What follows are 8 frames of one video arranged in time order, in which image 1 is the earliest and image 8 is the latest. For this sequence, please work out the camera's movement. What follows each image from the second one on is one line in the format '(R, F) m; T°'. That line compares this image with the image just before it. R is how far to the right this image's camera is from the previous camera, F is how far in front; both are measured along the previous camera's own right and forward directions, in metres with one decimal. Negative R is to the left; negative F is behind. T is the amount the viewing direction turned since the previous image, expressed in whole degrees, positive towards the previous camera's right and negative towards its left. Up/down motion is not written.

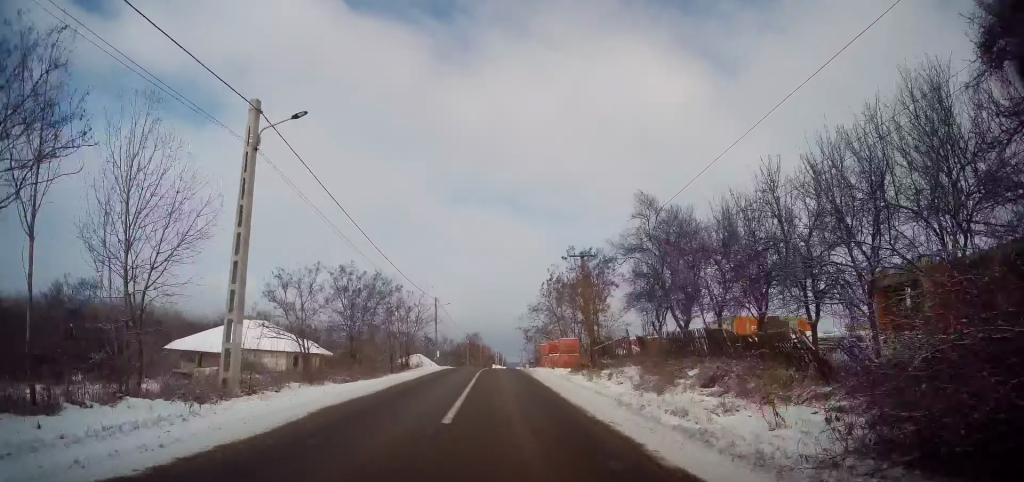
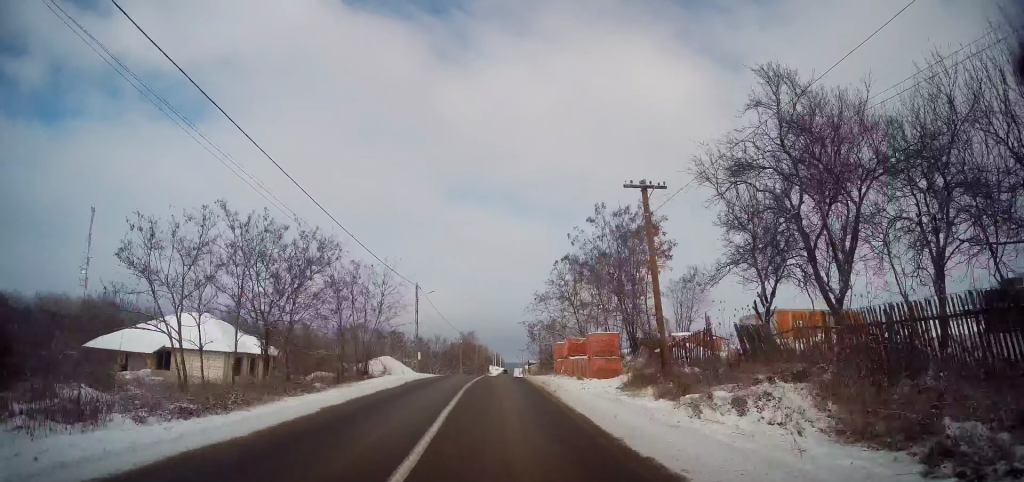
(+0.2, +12.7) m; 0°
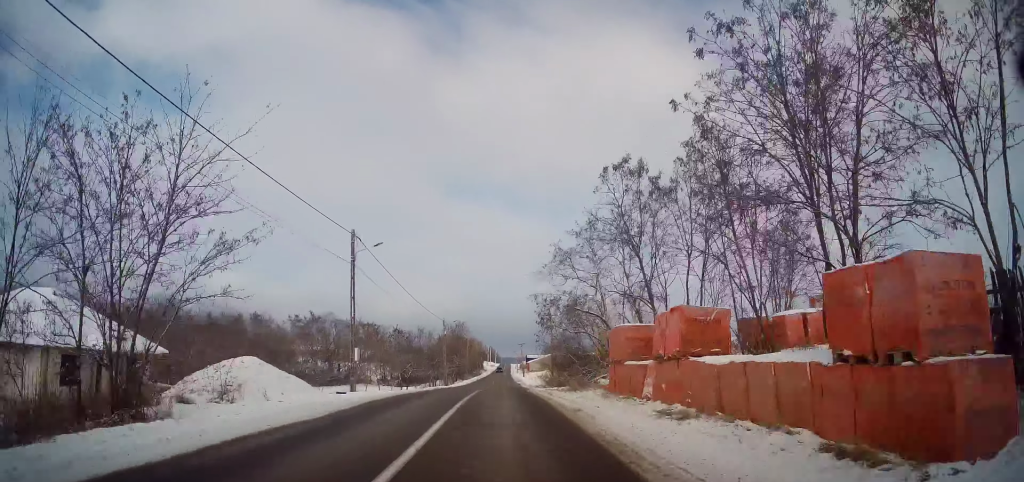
(-0.1, +19.5) m; +1°
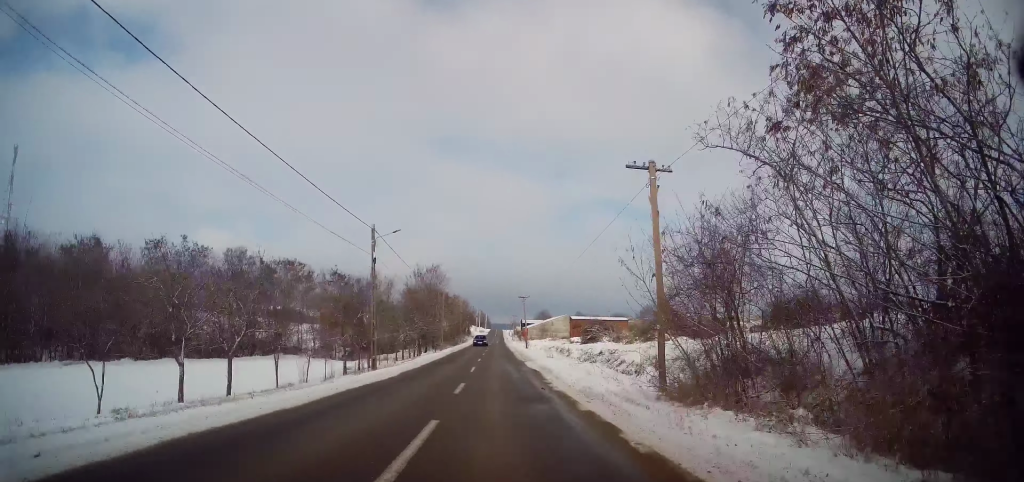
(+0.7, +34.3) m; +1°
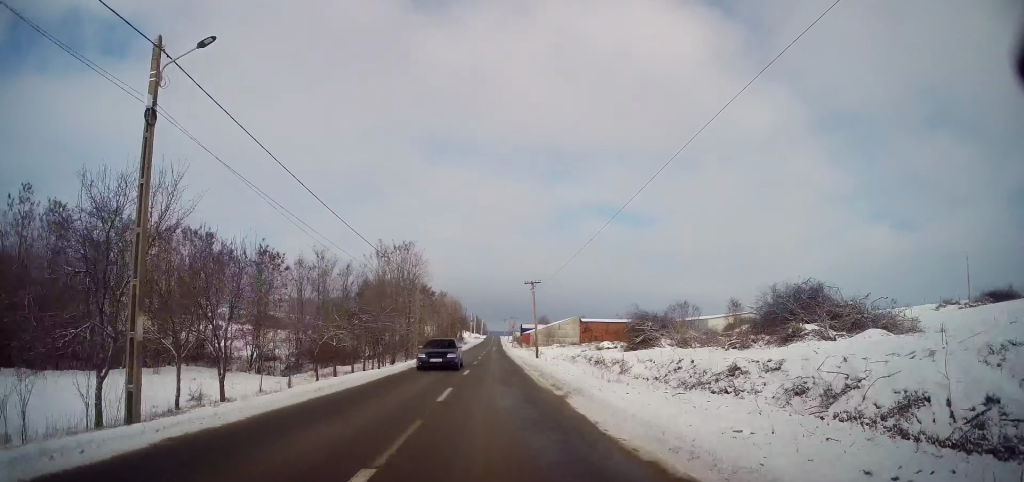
(0.0, +20.4) m; 0°
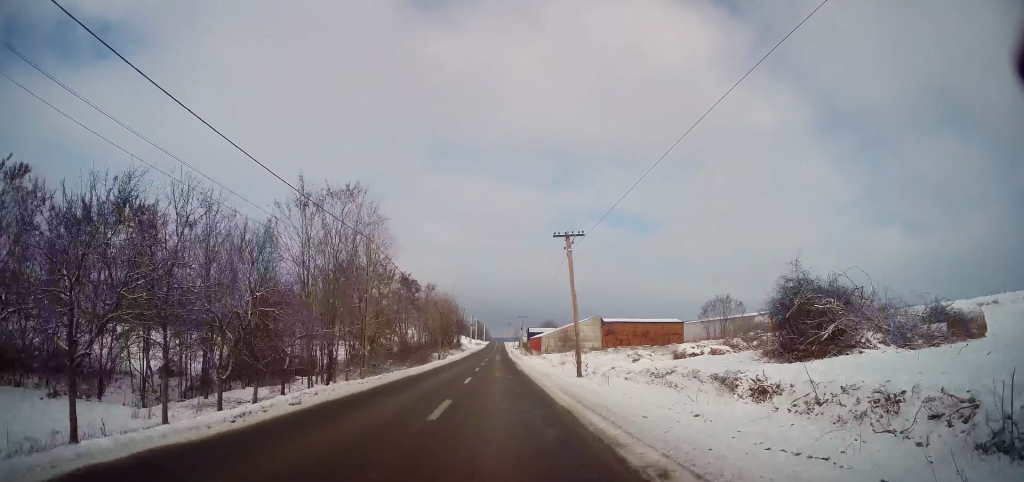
(0.0, +20.1) m; 0°
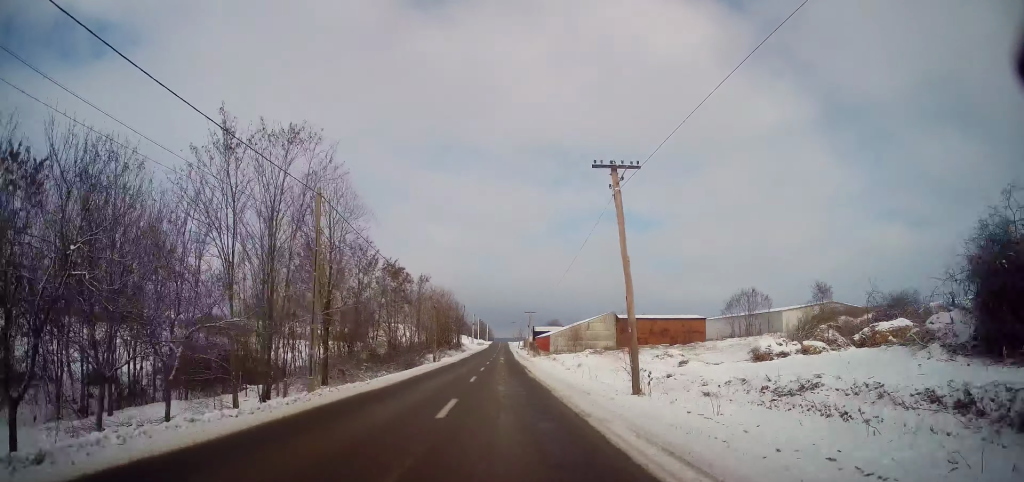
(0.0, +9.0) m; 0°
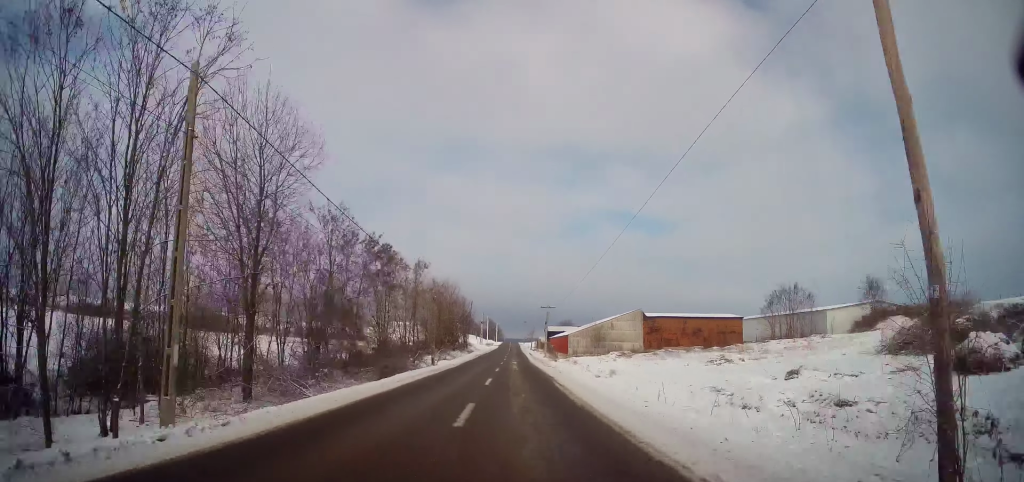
(0.0, +10.2) m; 0°
